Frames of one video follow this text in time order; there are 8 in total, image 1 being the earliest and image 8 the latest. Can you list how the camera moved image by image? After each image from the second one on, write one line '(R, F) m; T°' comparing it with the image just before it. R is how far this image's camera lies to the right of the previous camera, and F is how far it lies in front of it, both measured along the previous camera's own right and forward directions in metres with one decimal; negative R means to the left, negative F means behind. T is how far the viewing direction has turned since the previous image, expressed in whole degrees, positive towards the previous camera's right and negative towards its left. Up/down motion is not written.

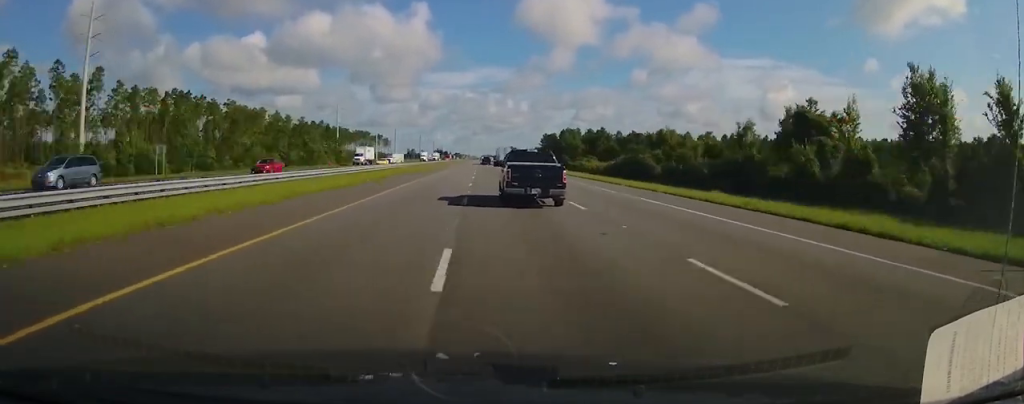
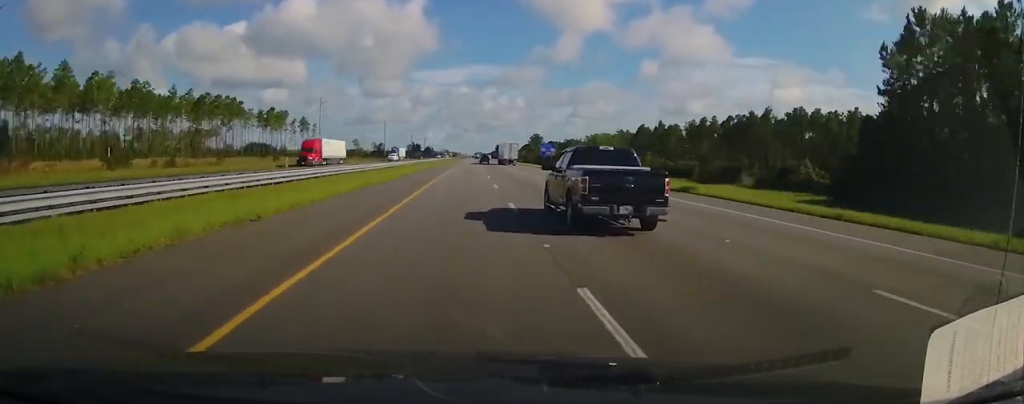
(+1.1, +211.7) m; +1°
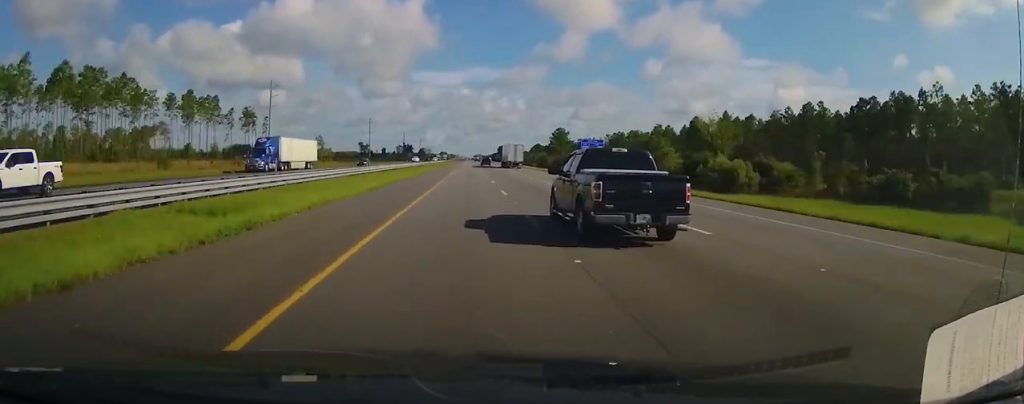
(+0.3, +66.5) m; 0°
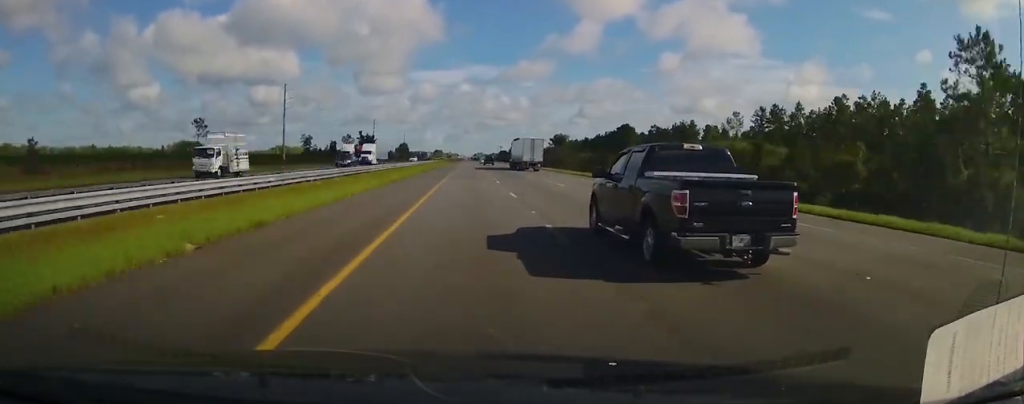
(0.0, +172.1) m; 0°
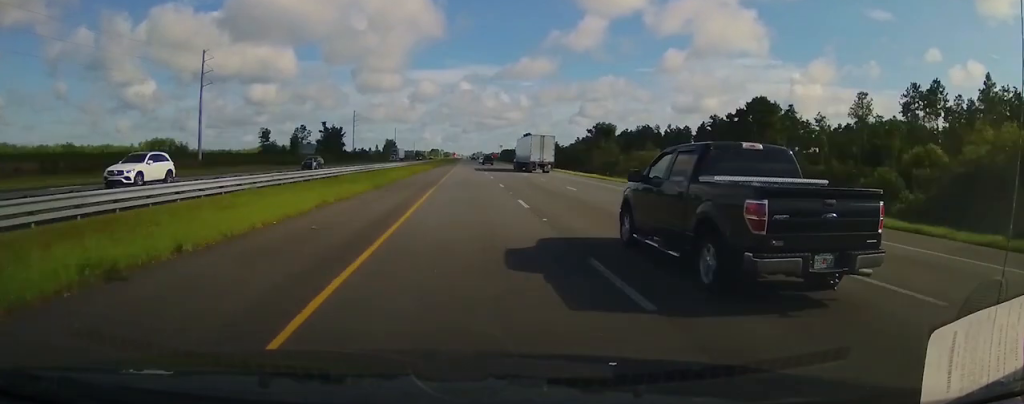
(+0.1, +65.2) m; 0°
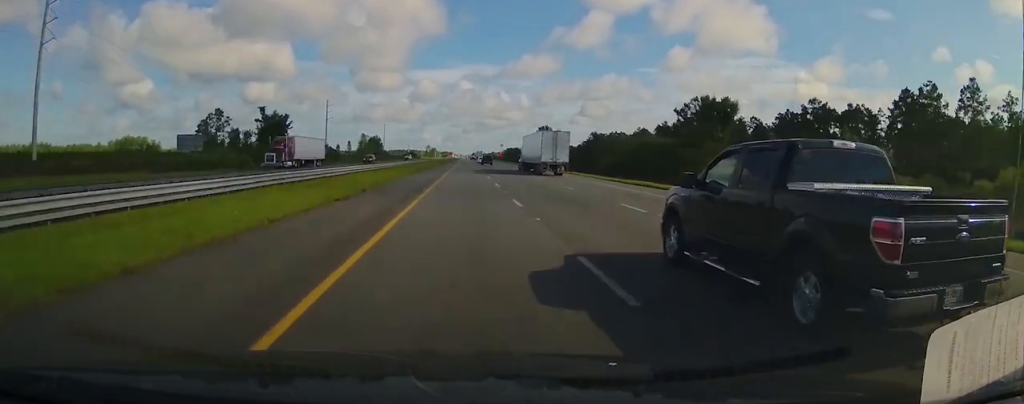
(+0.2, +61.0) m; 0°
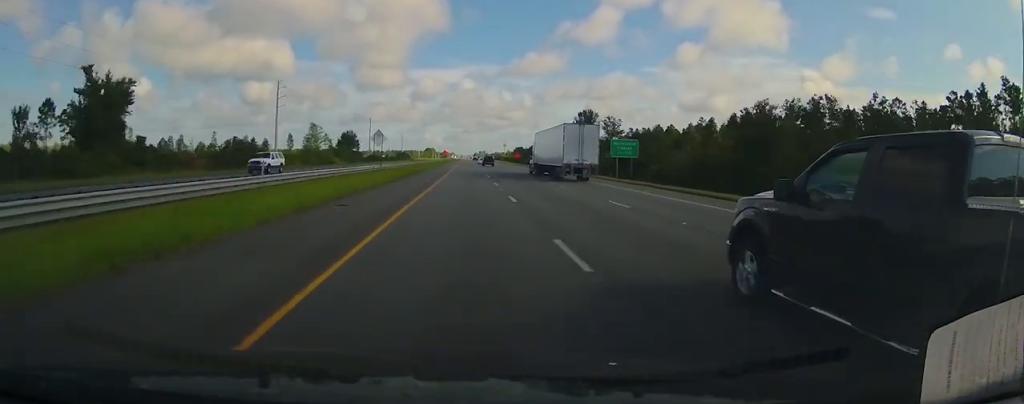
(+0.1, +71.4) m; 0°
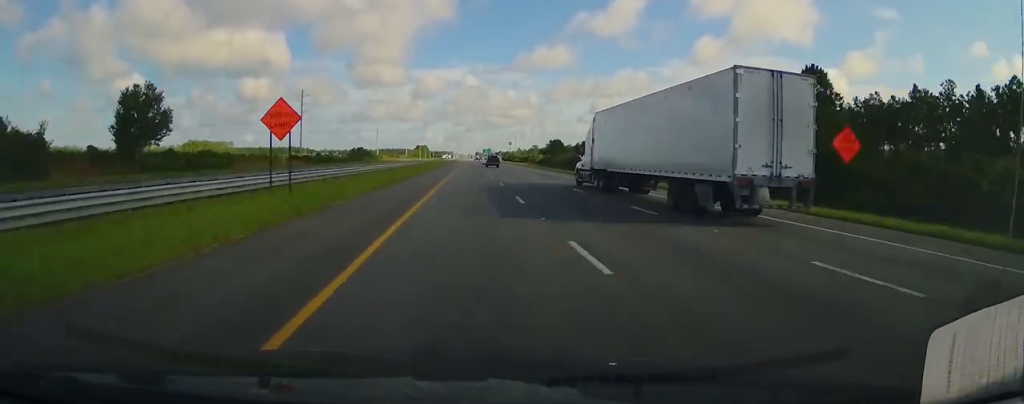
(-0.7, +158.2) m; 0°
